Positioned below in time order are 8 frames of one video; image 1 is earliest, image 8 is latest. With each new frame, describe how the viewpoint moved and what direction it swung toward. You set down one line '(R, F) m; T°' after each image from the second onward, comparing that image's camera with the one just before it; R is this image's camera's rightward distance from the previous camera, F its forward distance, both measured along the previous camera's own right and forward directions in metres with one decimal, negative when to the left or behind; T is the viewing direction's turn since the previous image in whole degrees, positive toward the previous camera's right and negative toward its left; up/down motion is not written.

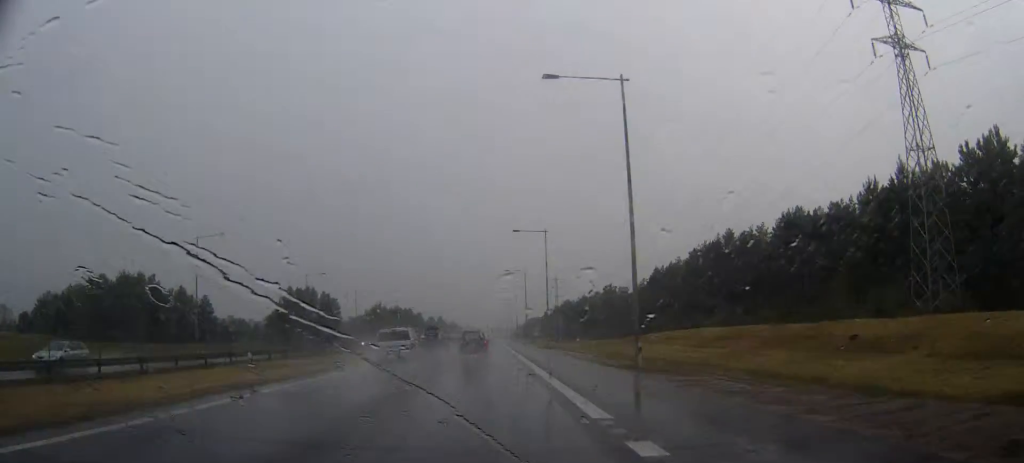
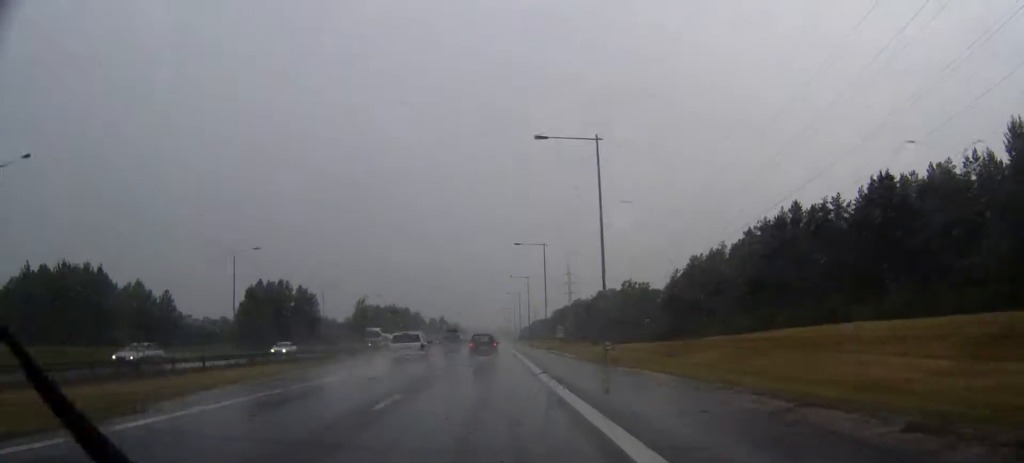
(0.0, +36.8) m; 0°
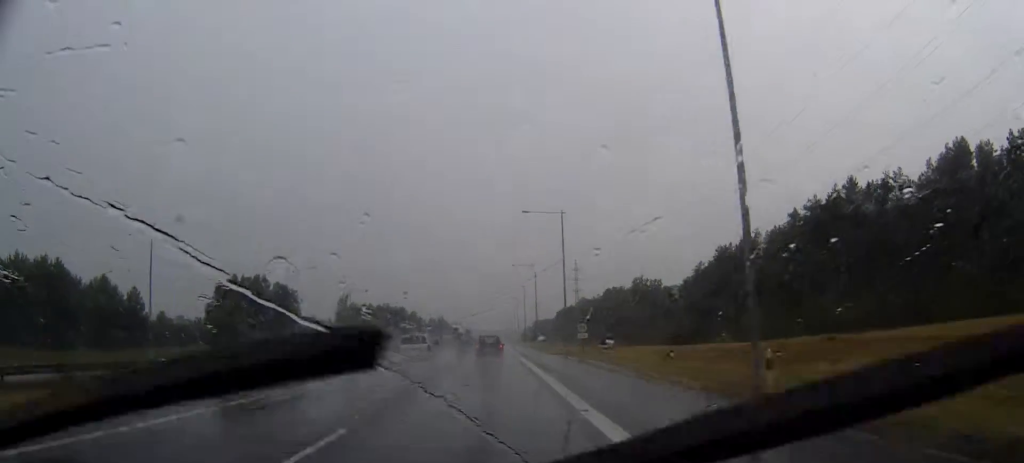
(-0.1, +22.6) m; 0°
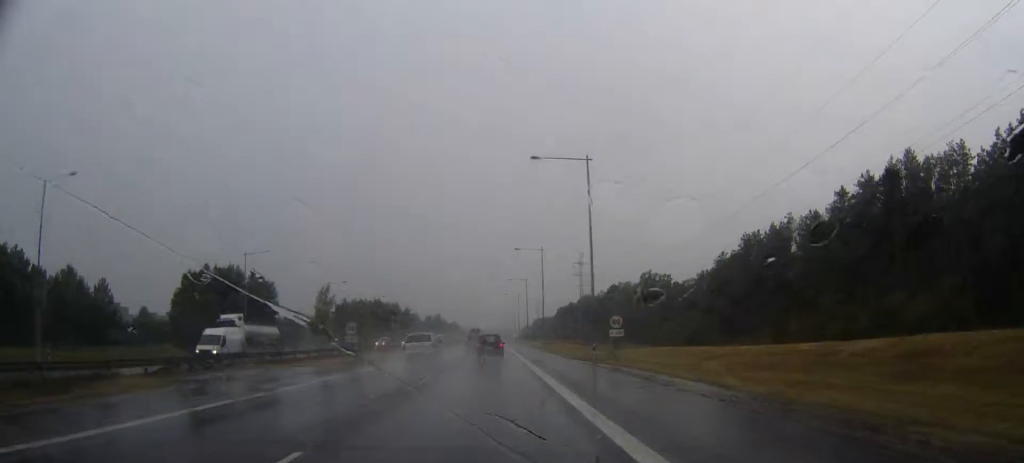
(+0.1, +18.5) m; 0°
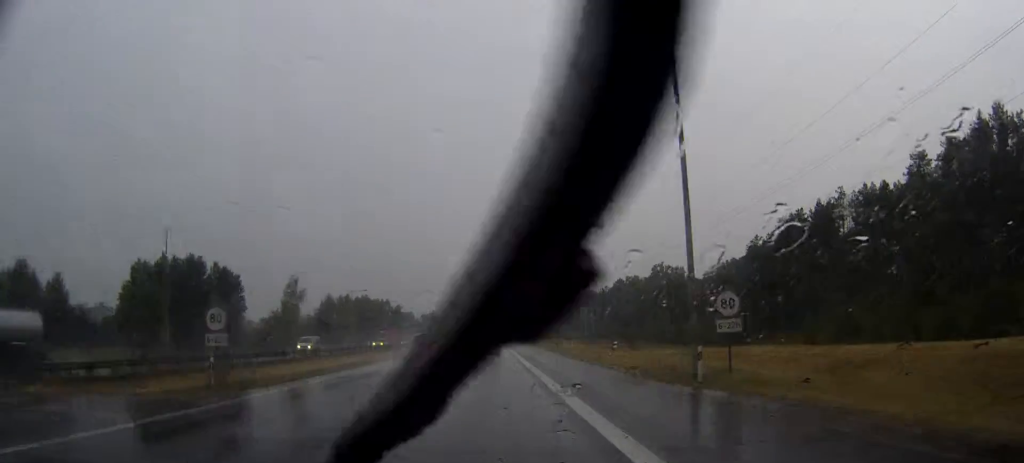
(-0.1, +22.5) m; 0°
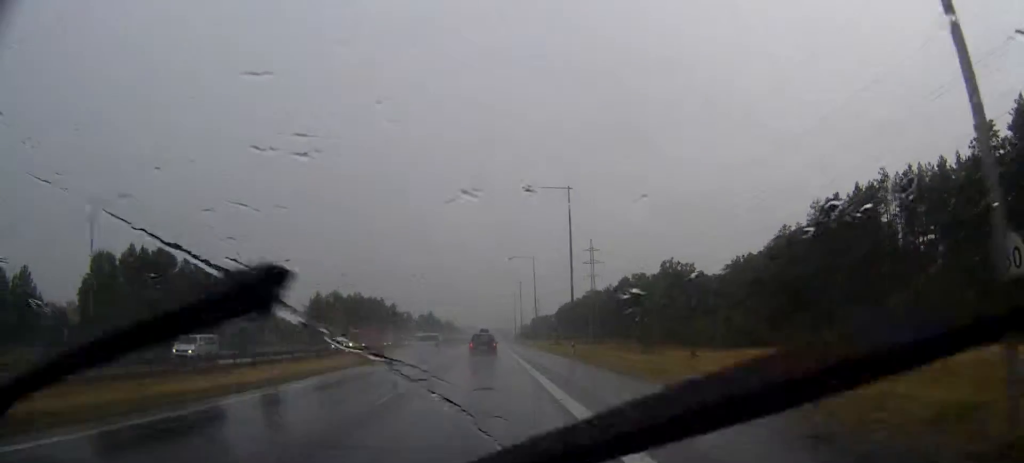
(0.0, +14.4) m; 0°
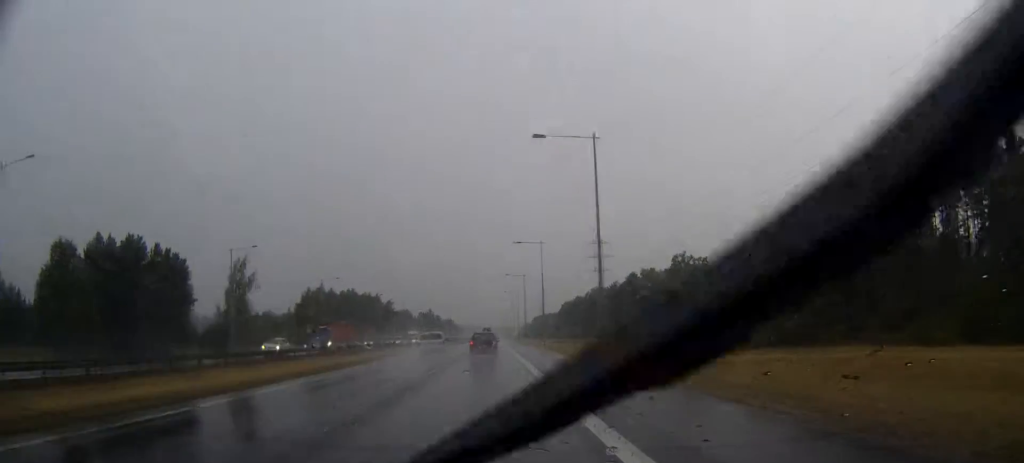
(0.0, +13.7) m; 0°
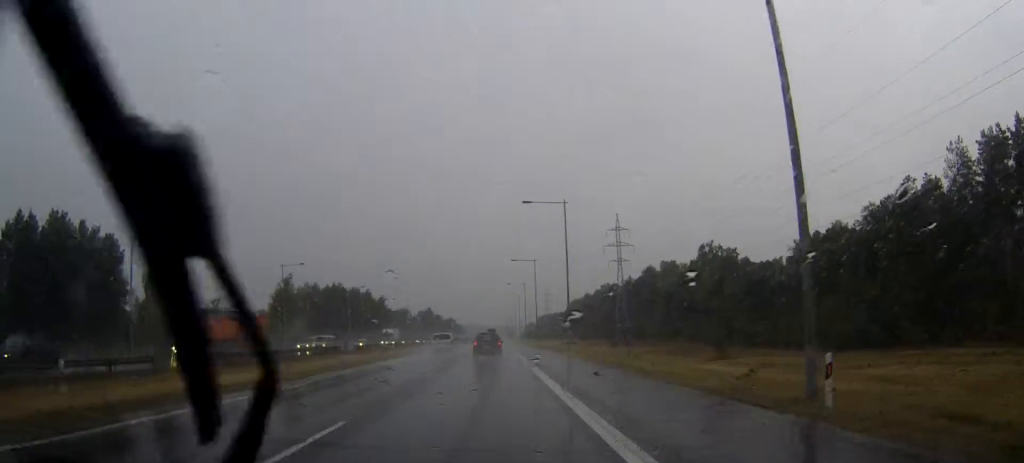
(+0.1, +26.3) m; 0°
